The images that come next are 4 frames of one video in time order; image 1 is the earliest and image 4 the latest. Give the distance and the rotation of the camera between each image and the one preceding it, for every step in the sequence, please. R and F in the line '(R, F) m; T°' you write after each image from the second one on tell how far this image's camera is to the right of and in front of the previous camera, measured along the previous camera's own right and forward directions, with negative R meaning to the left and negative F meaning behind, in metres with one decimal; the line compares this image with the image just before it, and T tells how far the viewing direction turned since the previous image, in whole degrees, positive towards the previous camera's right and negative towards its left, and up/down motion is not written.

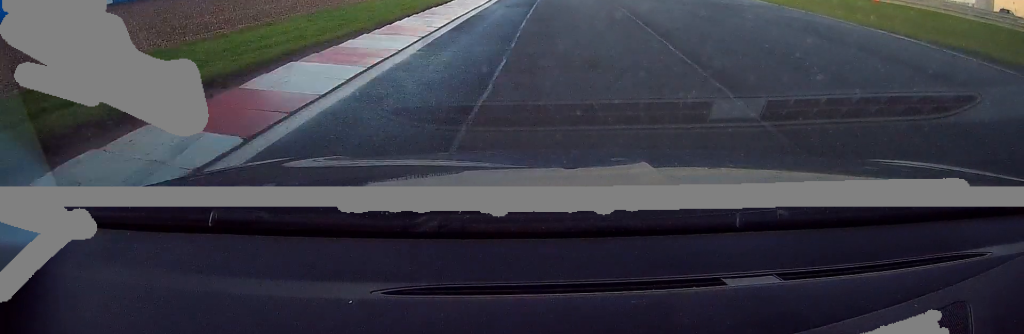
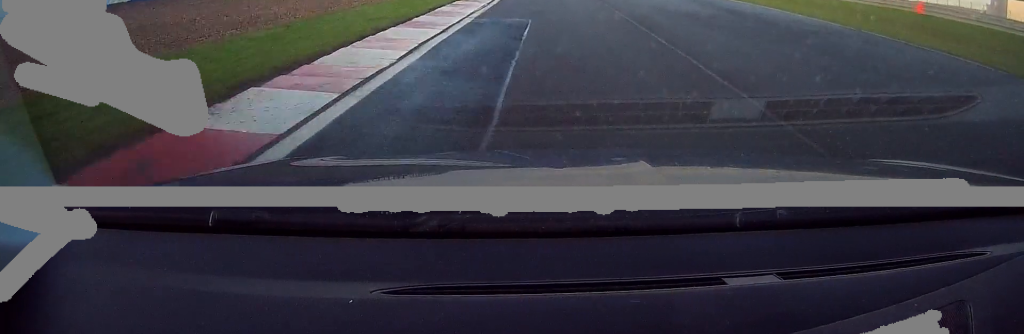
(+0.2, +11.0) m; +2°
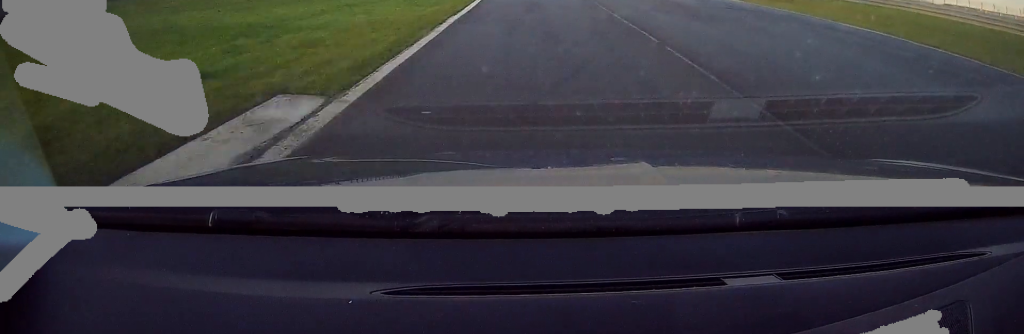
(+0.9, +30.4) m; +2°
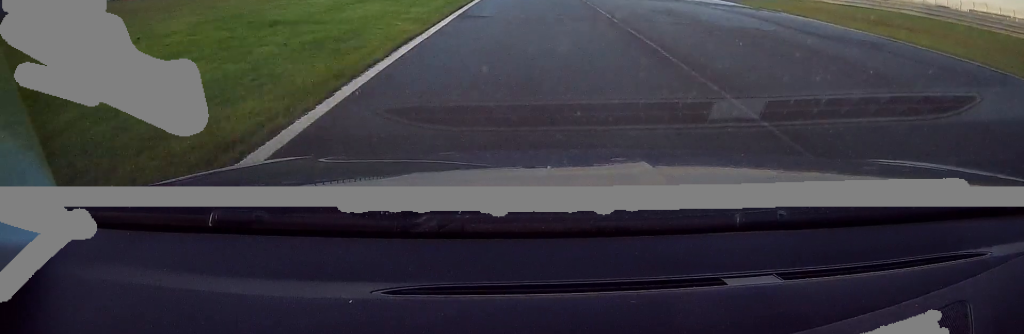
(0.0, +15.9) m; 0°
